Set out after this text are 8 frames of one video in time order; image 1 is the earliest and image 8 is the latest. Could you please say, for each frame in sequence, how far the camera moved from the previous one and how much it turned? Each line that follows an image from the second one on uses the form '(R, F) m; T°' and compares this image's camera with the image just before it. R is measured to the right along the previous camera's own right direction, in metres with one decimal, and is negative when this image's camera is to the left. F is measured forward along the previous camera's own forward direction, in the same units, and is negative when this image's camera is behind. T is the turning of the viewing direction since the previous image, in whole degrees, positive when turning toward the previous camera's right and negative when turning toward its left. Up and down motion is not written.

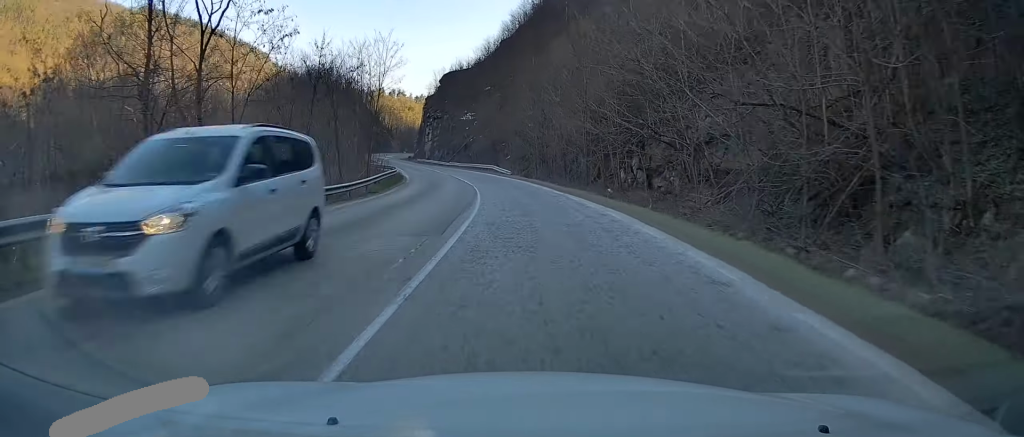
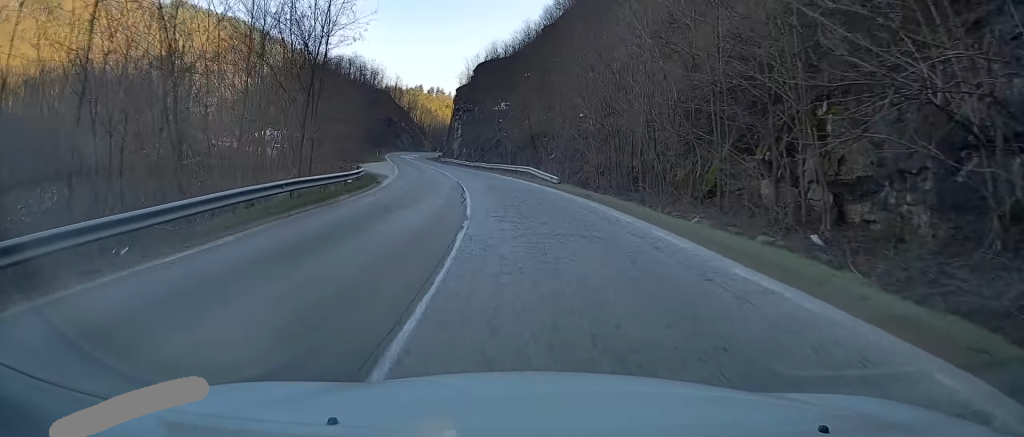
(-0.6, +21.2) m; -4°
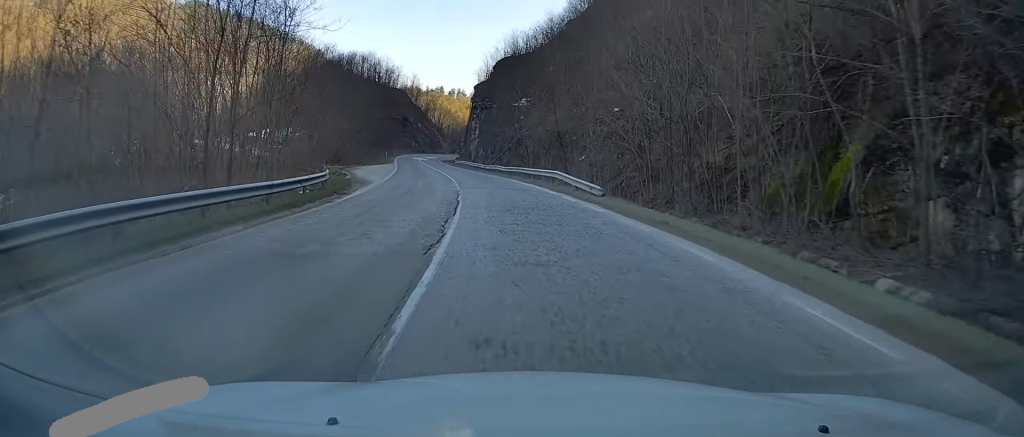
(+0.2, +9.7) m; -2°
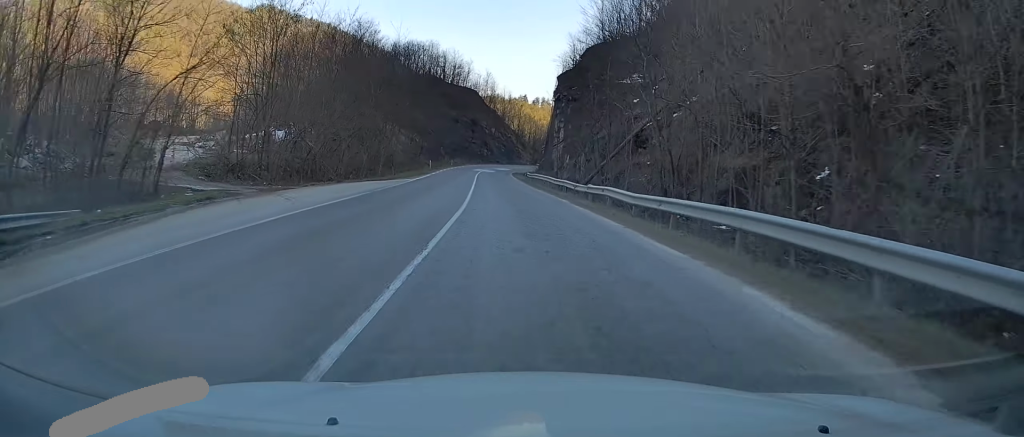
(-2.6, +30.9) m; -8°
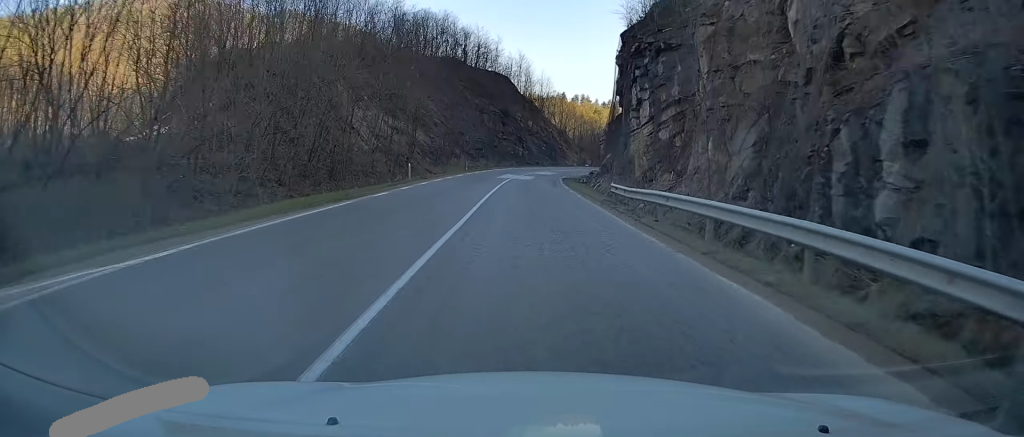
(-1.4, +33.4) m; -2°
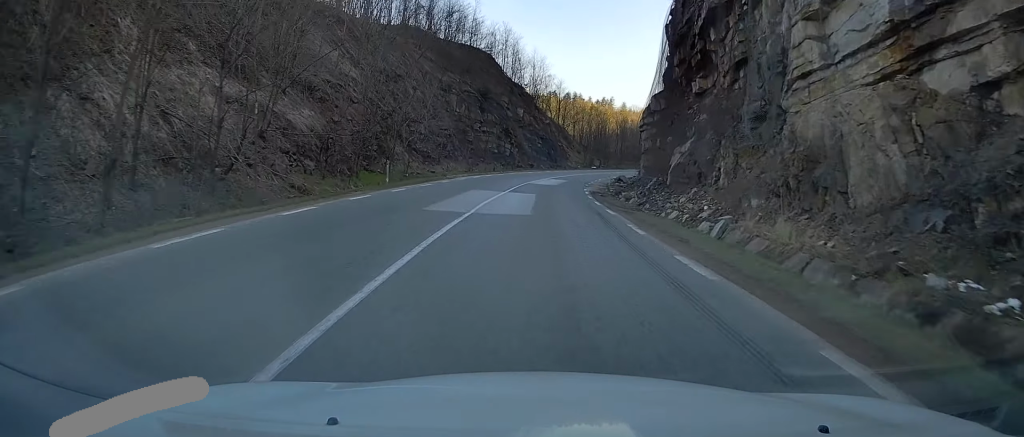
(+0.7, +33.1) m; +4°
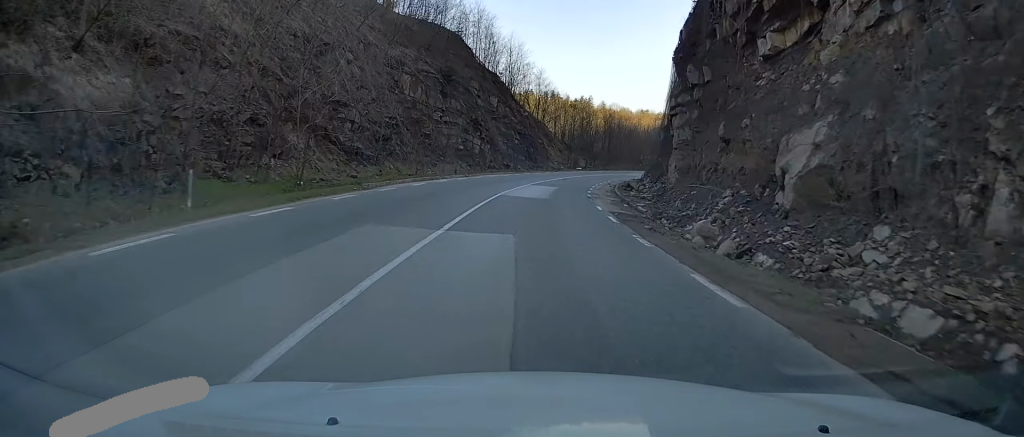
(+0.3, +16.2) m; +3°
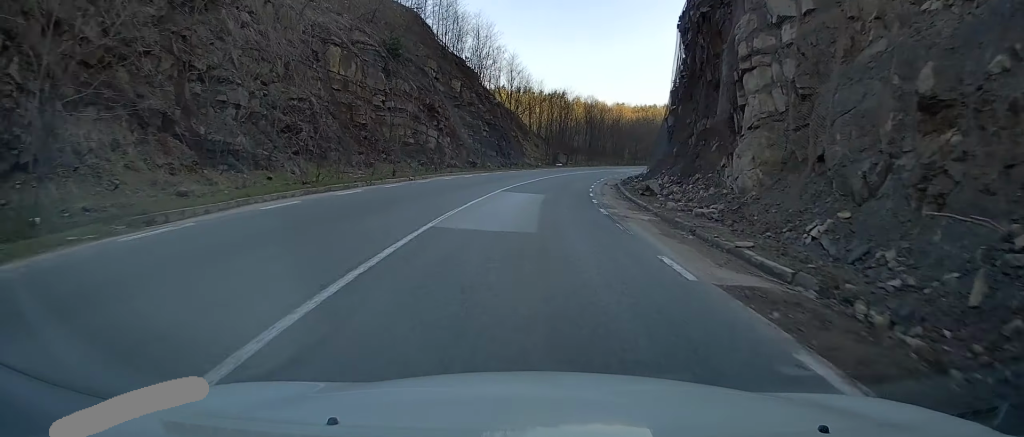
(+0.4, +13.7) m; +3°
